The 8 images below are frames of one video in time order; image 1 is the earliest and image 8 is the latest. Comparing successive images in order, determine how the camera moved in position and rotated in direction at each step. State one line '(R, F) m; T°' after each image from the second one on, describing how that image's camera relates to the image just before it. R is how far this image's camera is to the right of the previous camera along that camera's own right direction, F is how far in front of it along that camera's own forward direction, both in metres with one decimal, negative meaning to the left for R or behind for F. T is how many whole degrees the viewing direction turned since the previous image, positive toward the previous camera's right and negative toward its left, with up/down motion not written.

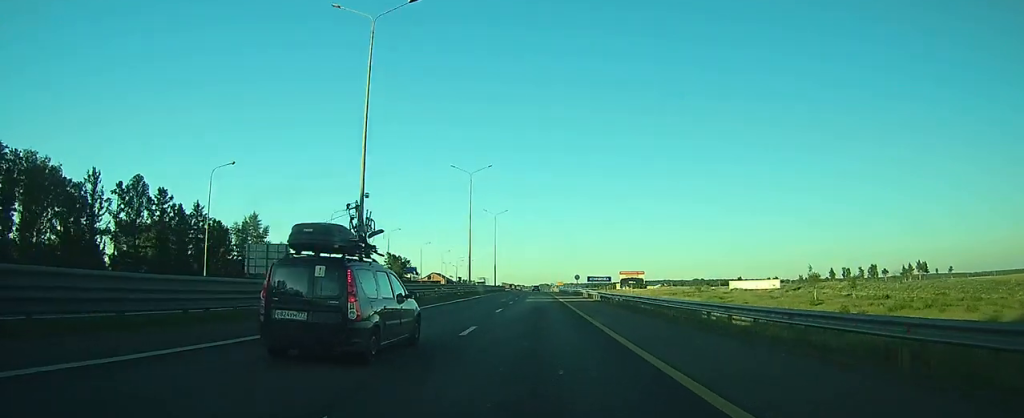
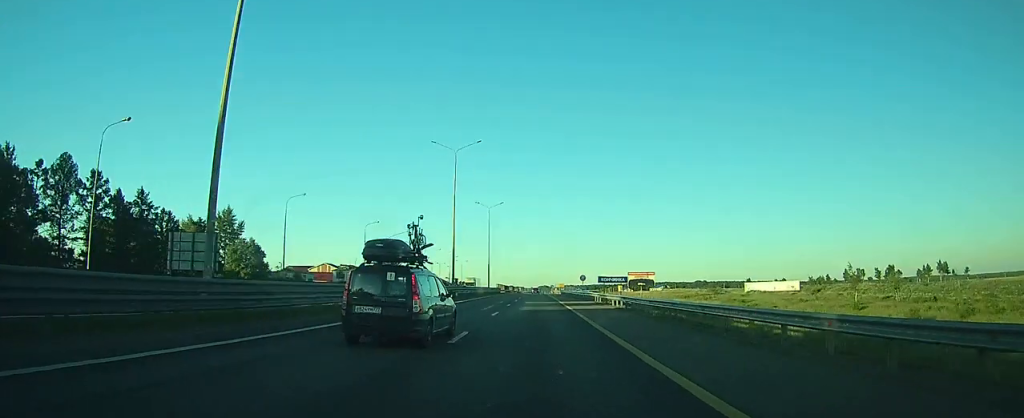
(0.0, +13.6) m; 0°
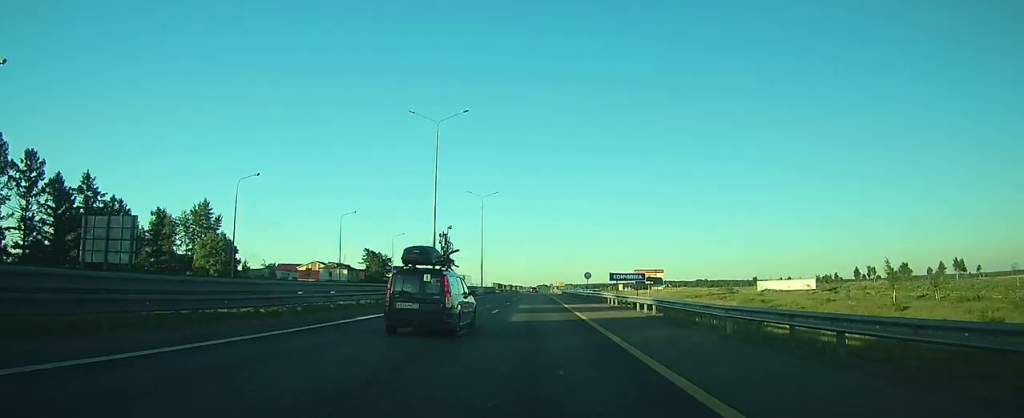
(0.0, +10.4) m; 0°
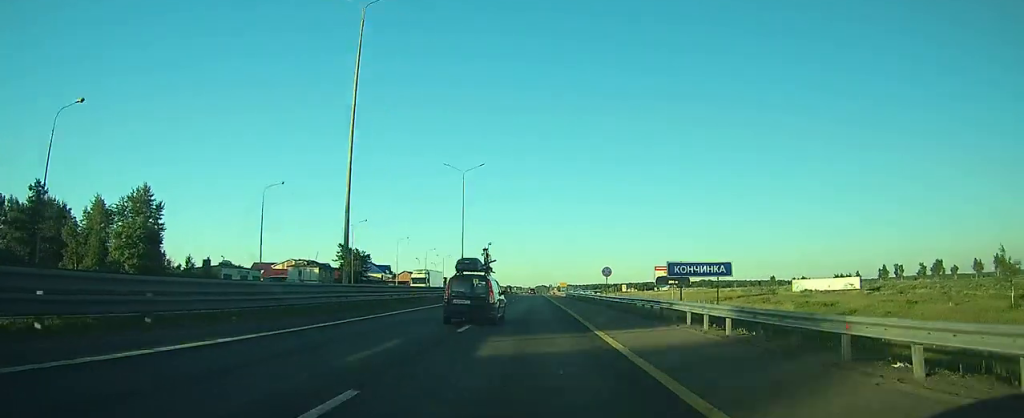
(+0.1, +22.4) m; 0°
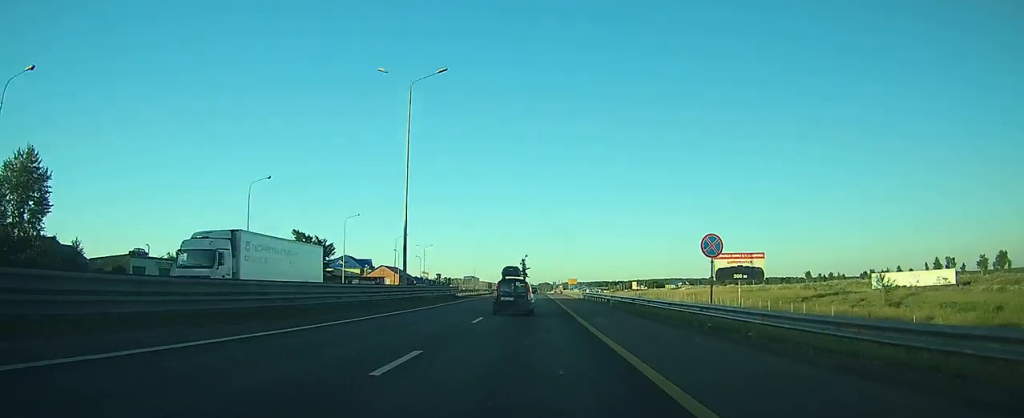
(+0.1, +31.9) m; 0°
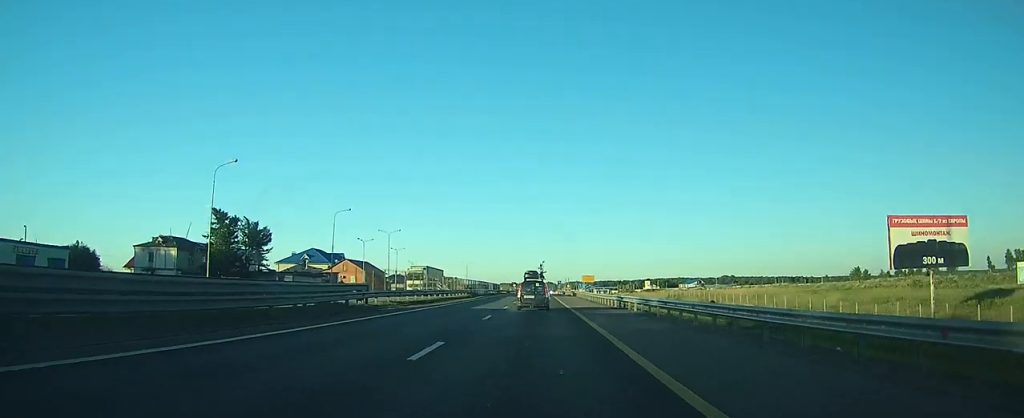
(-0.3, +34.4) m; -1°
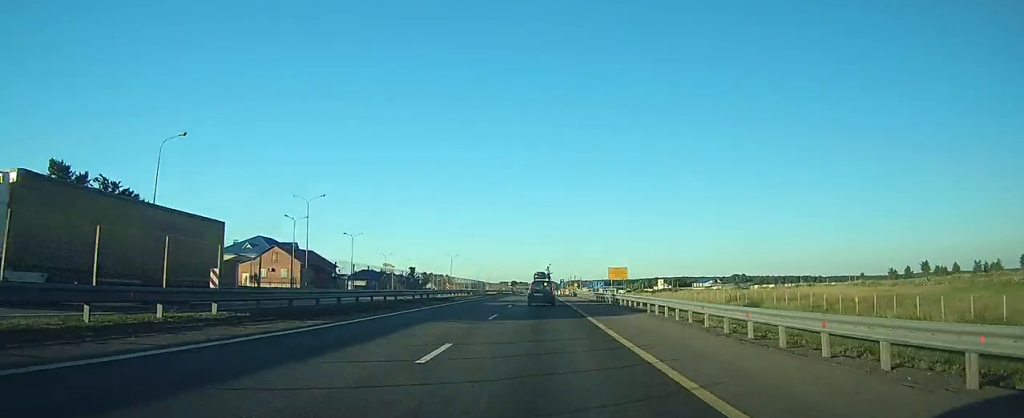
(-0.2, +36.7) m; 0°
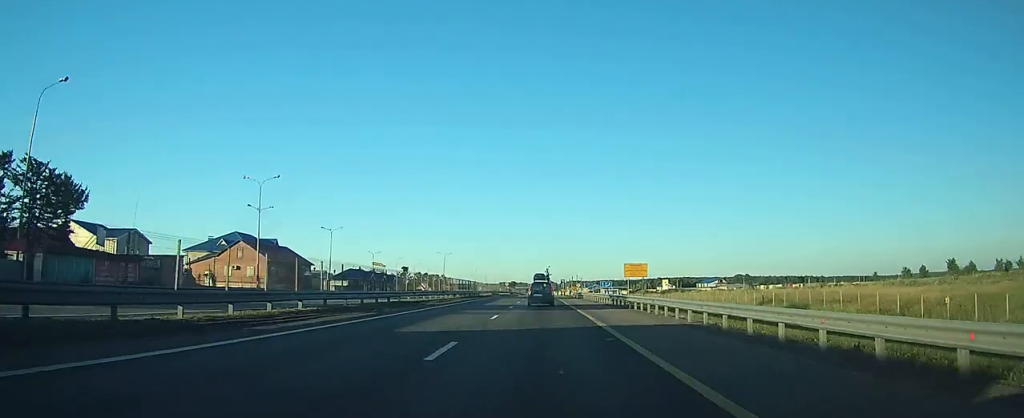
(+0.1, +11.9) m; 0°
